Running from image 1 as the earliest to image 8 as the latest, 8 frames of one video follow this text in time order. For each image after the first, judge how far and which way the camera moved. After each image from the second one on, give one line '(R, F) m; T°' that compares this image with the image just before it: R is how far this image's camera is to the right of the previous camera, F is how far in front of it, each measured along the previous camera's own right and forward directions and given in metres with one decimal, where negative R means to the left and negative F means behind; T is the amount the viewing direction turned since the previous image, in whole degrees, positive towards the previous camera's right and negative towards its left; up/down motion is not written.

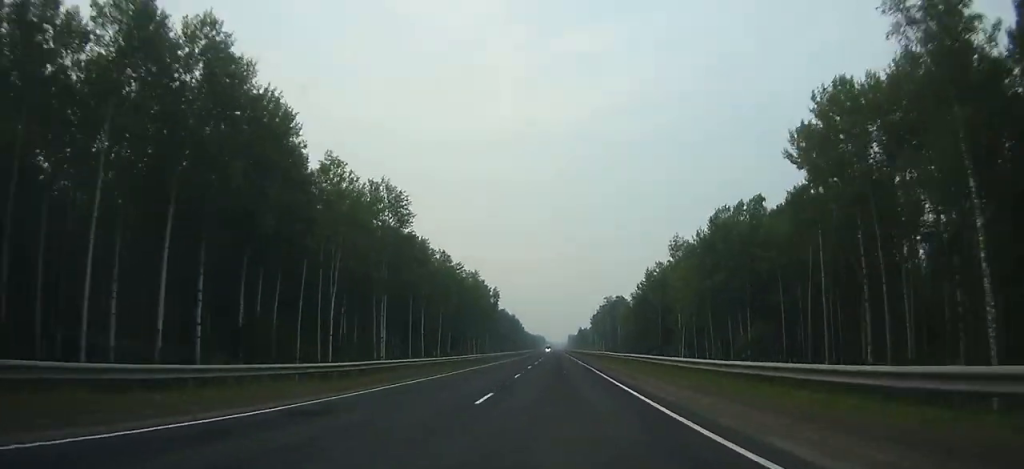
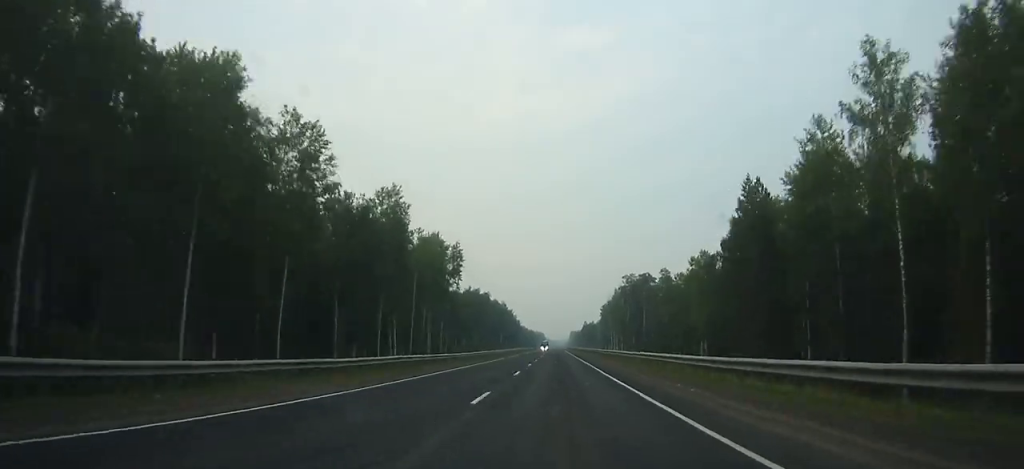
(-0.1, +71.1) m; 0°
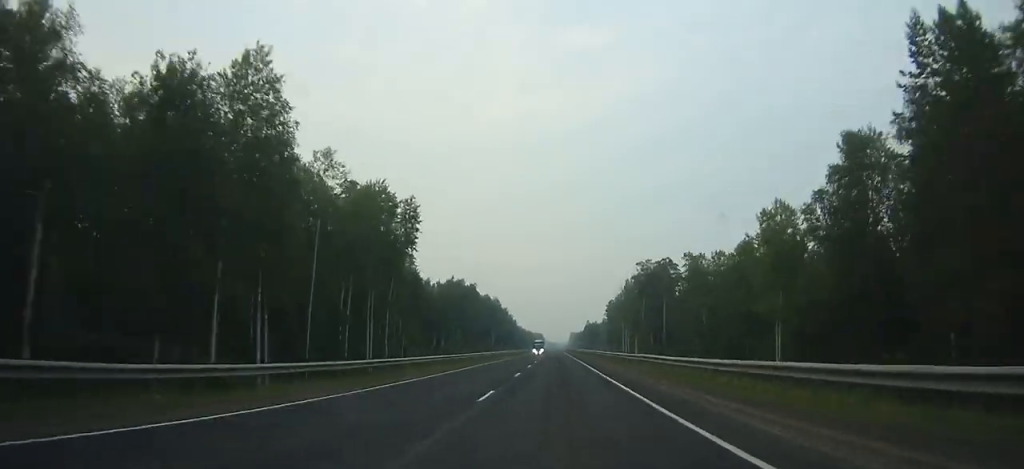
(0.0, +36.5) m; 0°
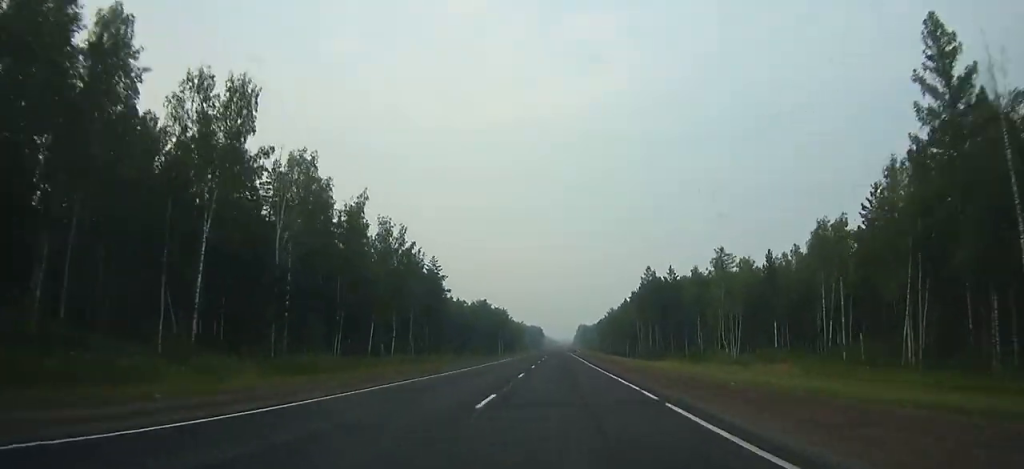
(+0.1, +252.8) m; 0°
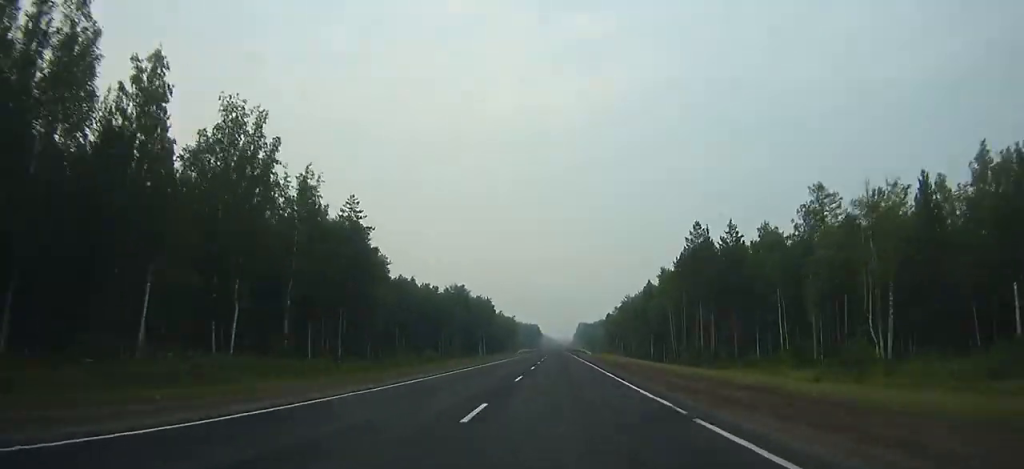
(0.0, +47.7) m; 0°
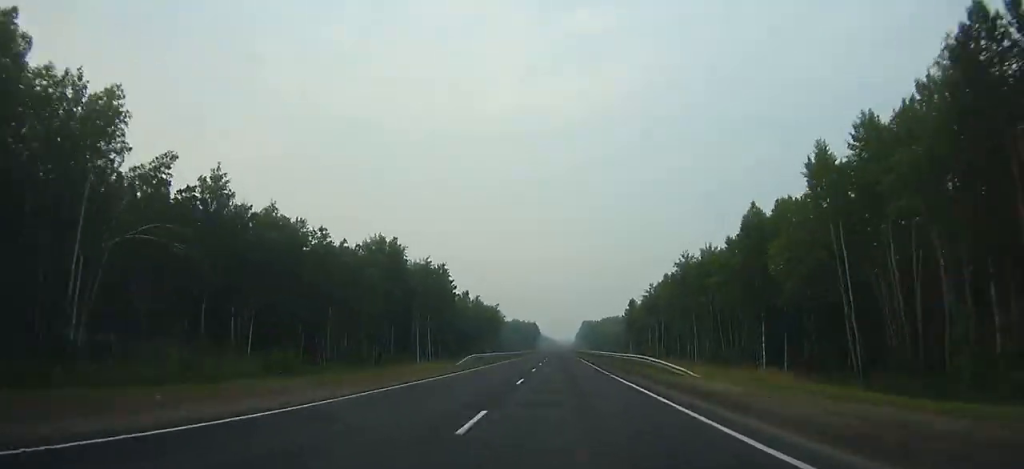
(0.0, +71.8) m; 0°
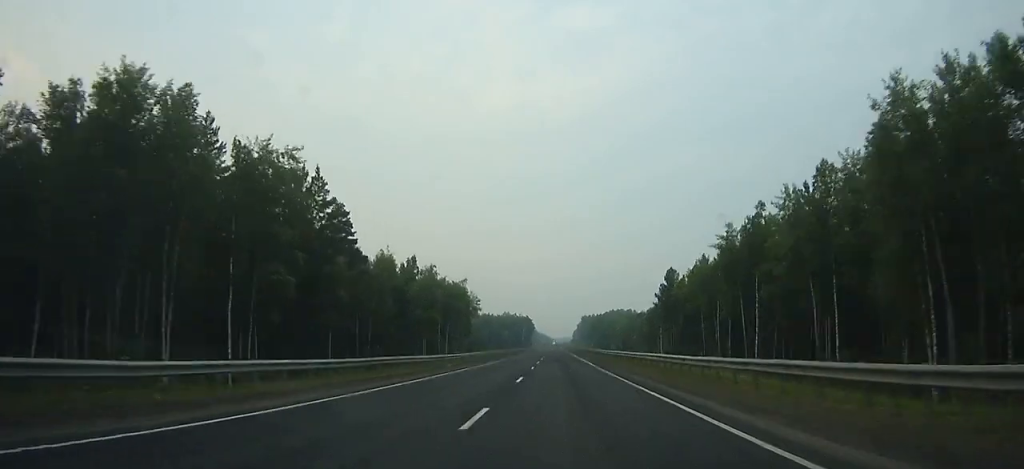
(0.0, +60.0) m; 0°
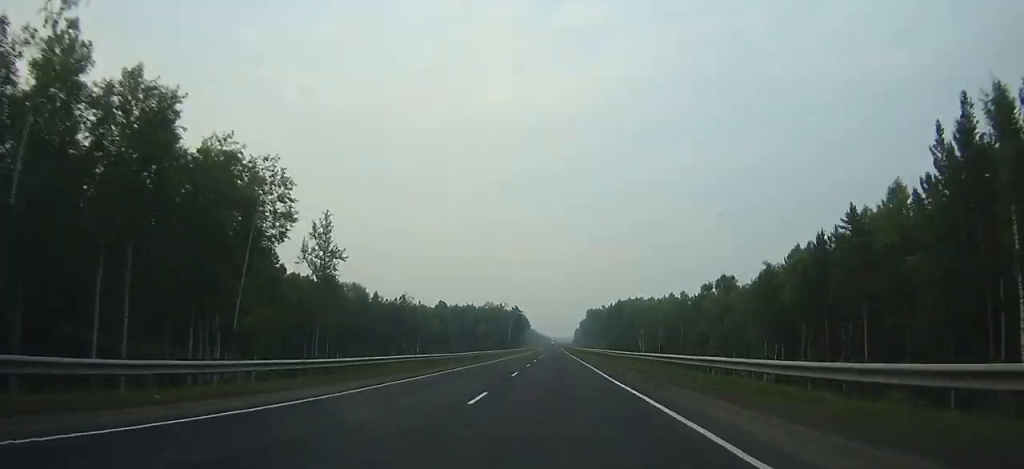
(0.0, +107.4) m; 0°
